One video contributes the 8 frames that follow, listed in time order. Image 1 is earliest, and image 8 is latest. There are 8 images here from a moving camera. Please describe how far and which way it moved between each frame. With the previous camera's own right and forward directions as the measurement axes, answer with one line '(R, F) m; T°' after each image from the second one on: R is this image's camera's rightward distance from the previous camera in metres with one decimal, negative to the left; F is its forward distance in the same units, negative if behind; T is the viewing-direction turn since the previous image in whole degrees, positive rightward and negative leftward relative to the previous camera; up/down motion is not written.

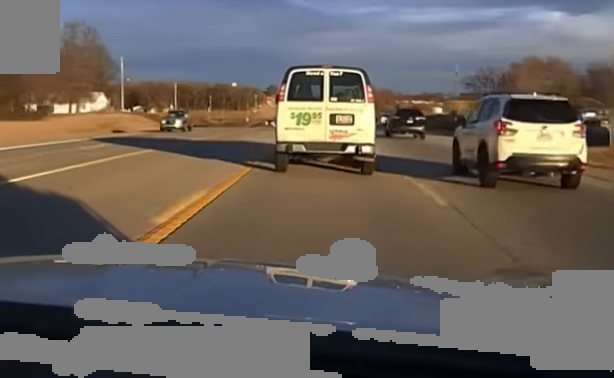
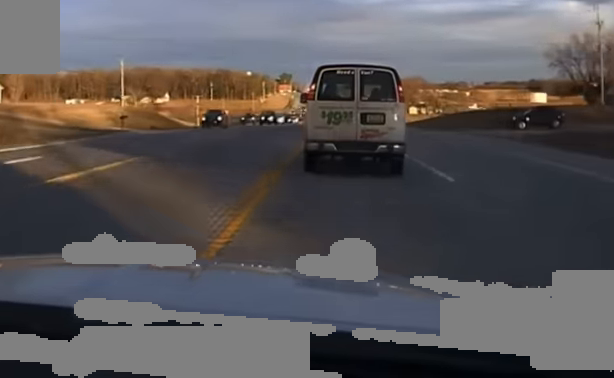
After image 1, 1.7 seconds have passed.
(-0.2, +70.4) m; -1°
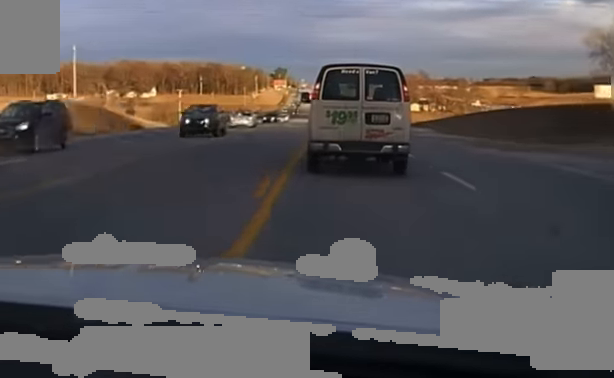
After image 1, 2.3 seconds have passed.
(-0.3, +25.5) m; 0°
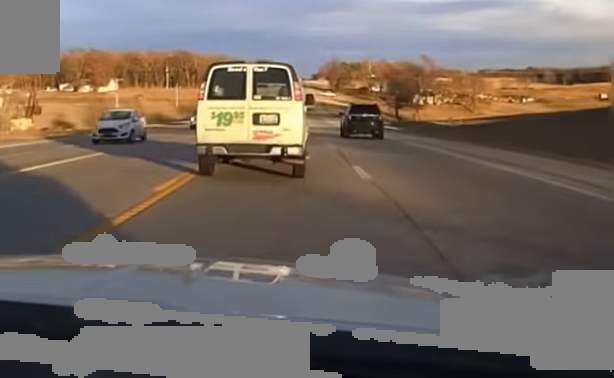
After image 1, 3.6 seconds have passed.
(+0.5, +58.7) m; 0°
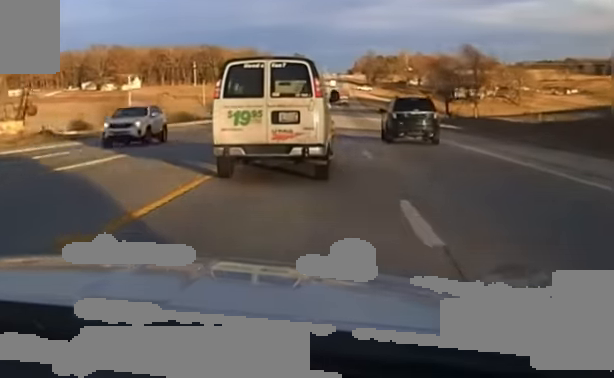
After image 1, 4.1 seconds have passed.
(+0.1, +19.4) m; -1°
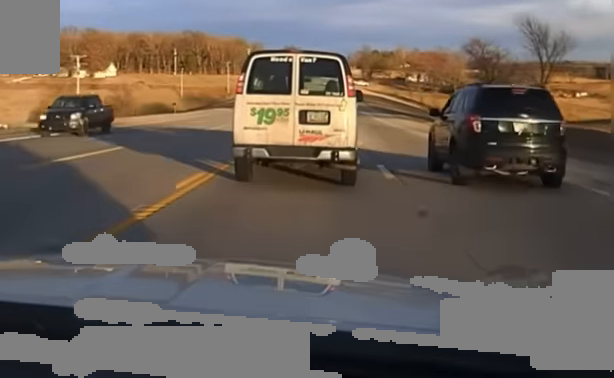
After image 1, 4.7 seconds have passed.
(-0.1, +28.4) m; -1°
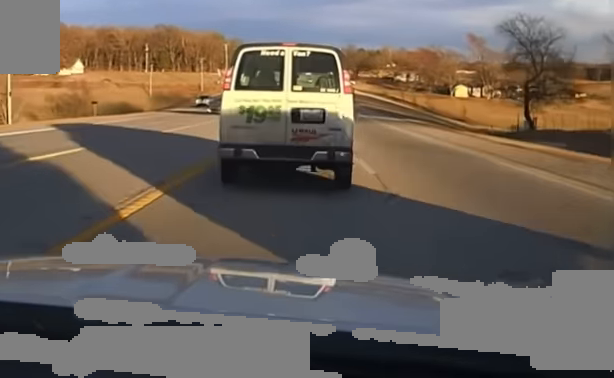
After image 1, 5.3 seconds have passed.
(-0.6, +25.1) m; 0°
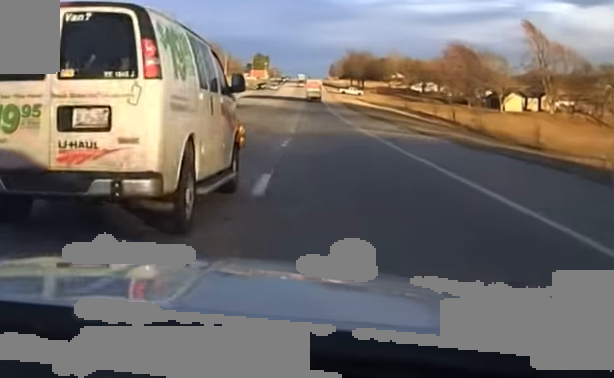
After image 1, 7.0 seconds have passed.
(+1.4, +75.9) m; +1°
